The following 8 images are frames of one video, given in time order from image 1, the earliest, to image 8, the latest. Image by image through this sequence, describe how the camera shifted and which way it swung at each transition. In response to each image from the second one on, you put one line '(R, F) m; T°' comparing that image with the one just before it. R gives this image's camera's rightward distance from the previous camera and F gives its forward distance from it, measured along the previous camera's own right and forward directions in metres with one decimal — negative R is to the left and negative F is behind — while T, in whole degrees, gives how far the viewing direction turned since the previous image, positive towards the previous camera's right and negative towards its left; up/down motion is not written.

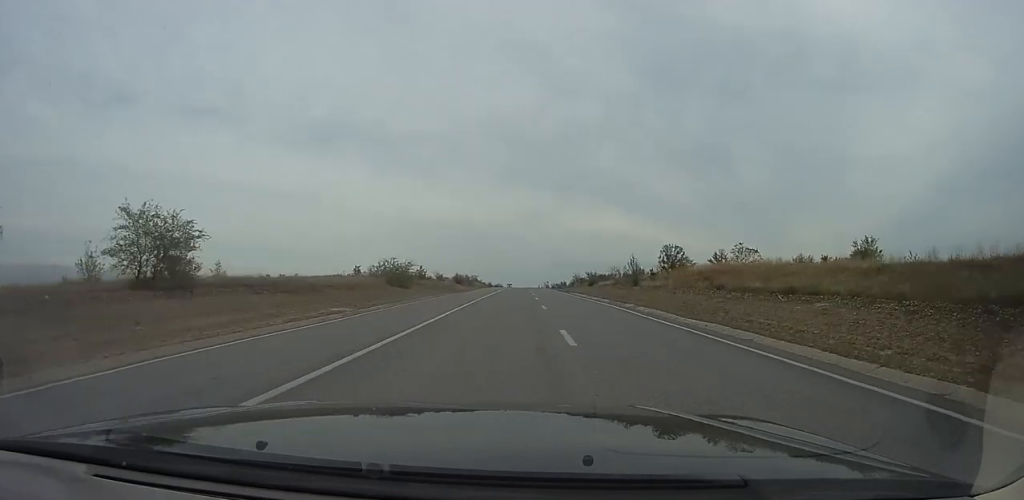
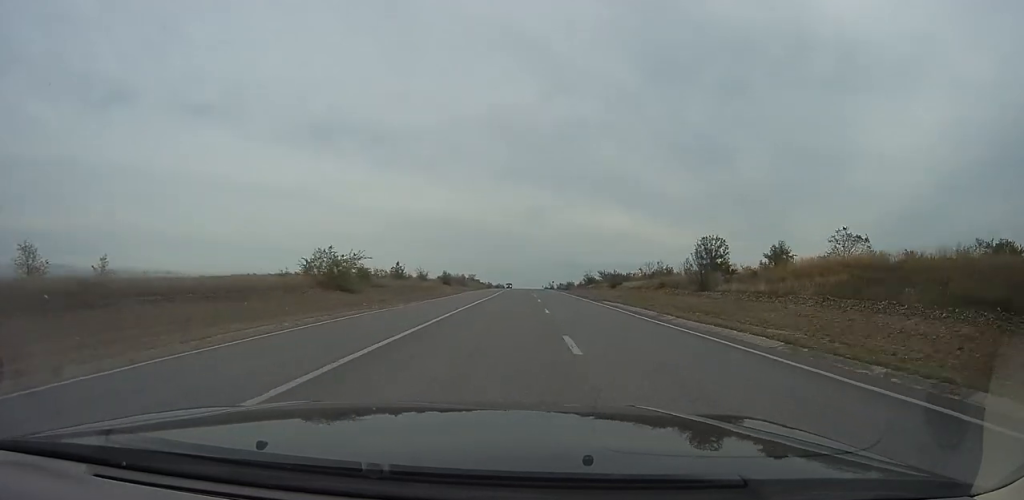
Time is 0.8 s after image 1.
(0.0, +24.9) m; -1°
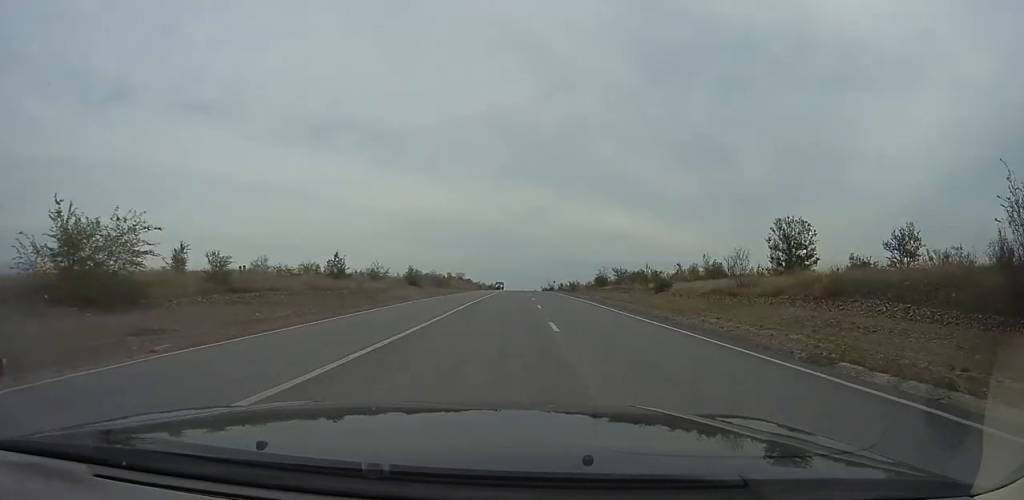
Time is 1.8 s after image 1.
(-0.7, +32.3) m; +1°
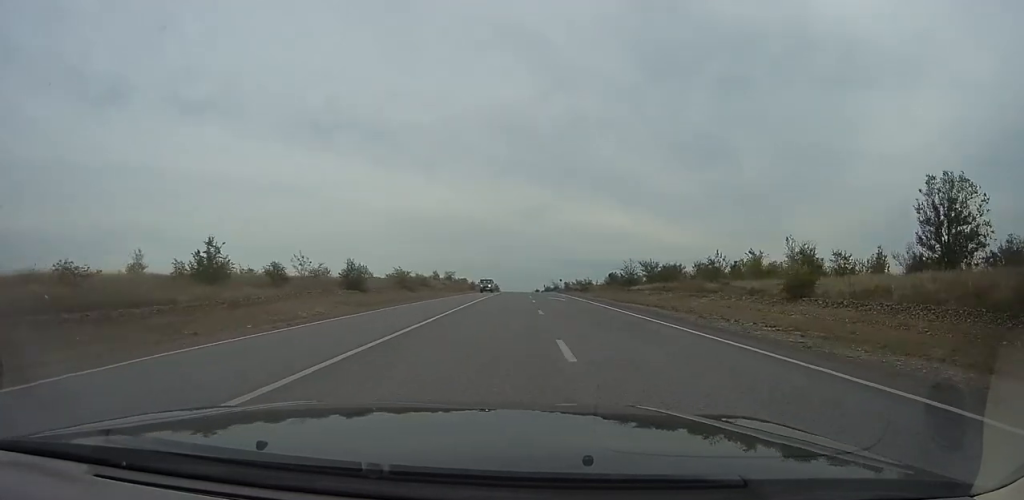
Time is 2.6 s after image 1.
(+1.4, +28.3) m; +2°
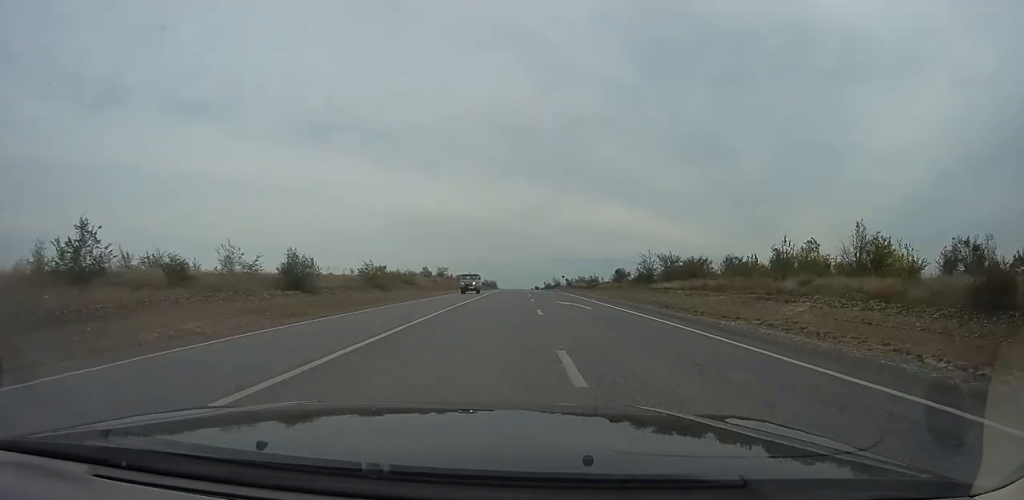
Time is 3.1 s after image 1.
(-0.3, +14.2) m; -1°
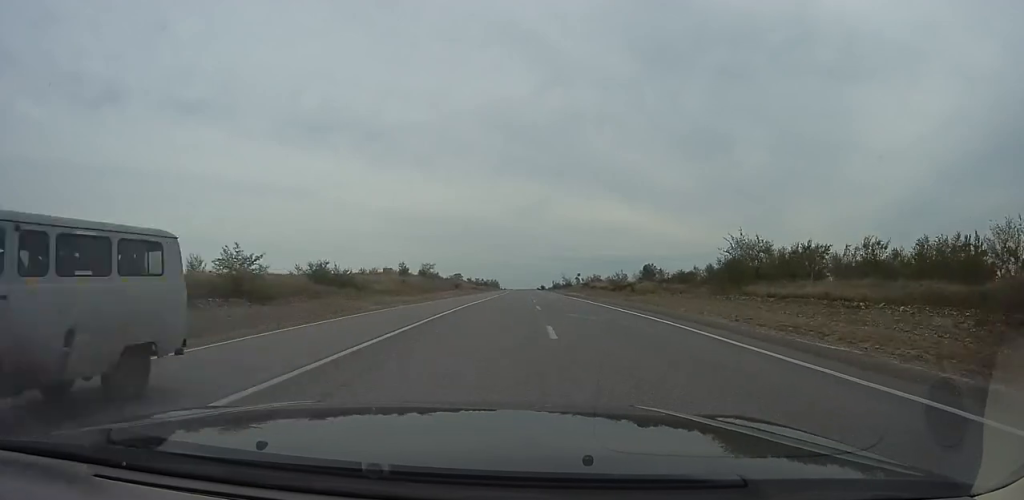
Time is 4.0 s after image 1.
(-0.5, +30.7) m; -1°
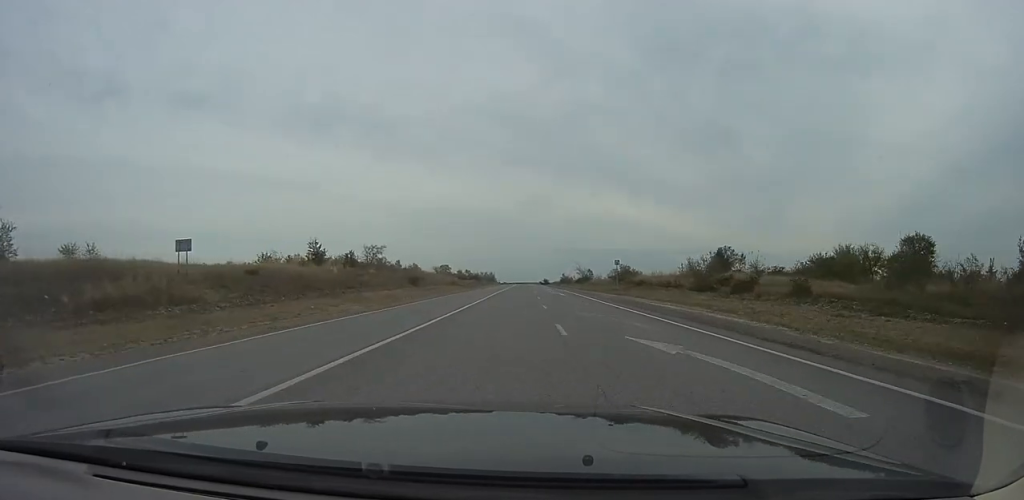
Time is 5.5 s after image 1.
(+0.1, +46.9) m; 0°
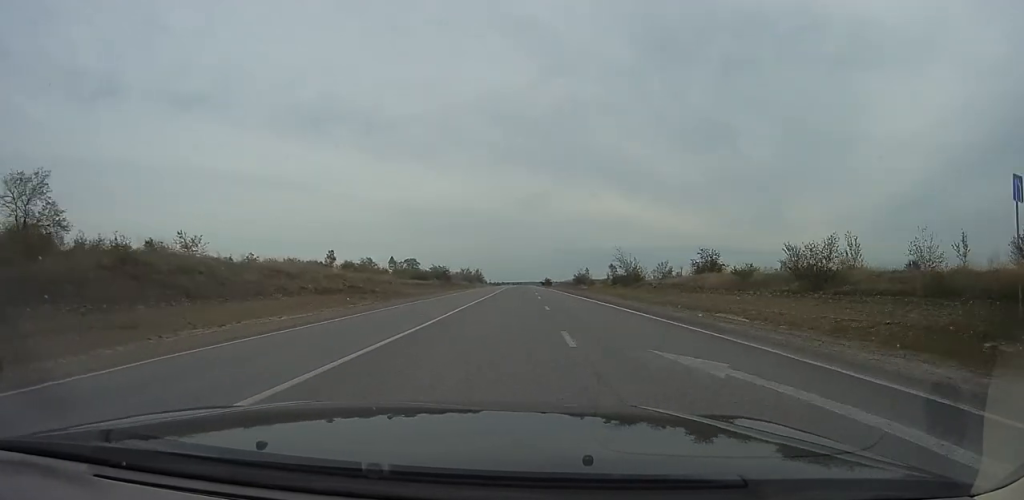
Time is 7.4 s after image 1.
(0.0, +60.8) m; 0°
